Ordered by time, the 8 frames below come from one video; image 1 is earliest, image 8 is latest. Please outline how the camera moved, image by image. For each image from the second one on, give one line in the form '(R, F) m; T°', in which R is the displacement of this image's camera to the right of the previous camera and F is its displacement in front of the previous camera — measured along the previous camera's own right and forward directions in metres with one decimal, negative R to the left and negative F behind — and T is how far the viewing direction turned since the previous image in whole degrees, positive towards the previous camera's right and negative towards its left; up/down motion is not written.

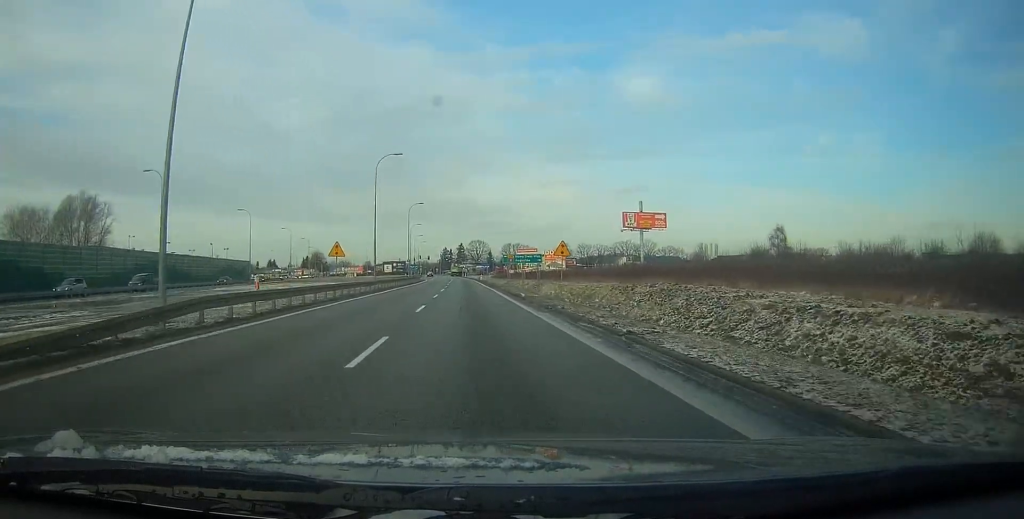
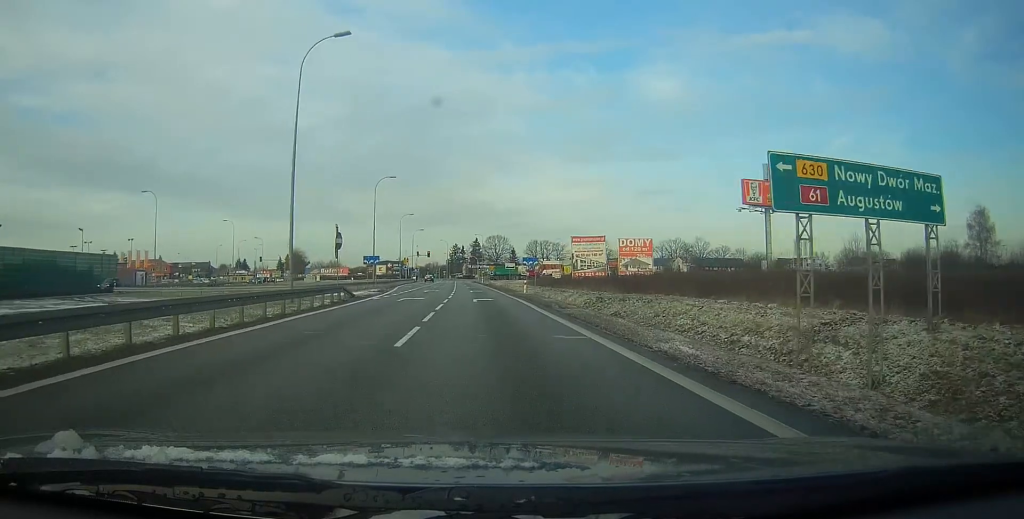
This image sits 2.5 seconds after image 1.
(-1.1, +68.8) m; -1°
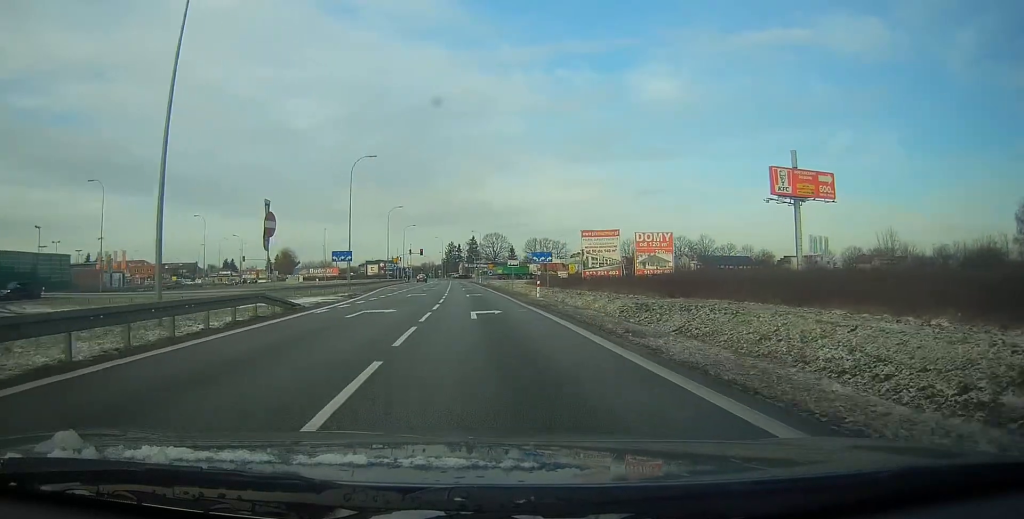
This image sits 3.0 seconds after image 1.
(0.0, +11.8) m; 0°
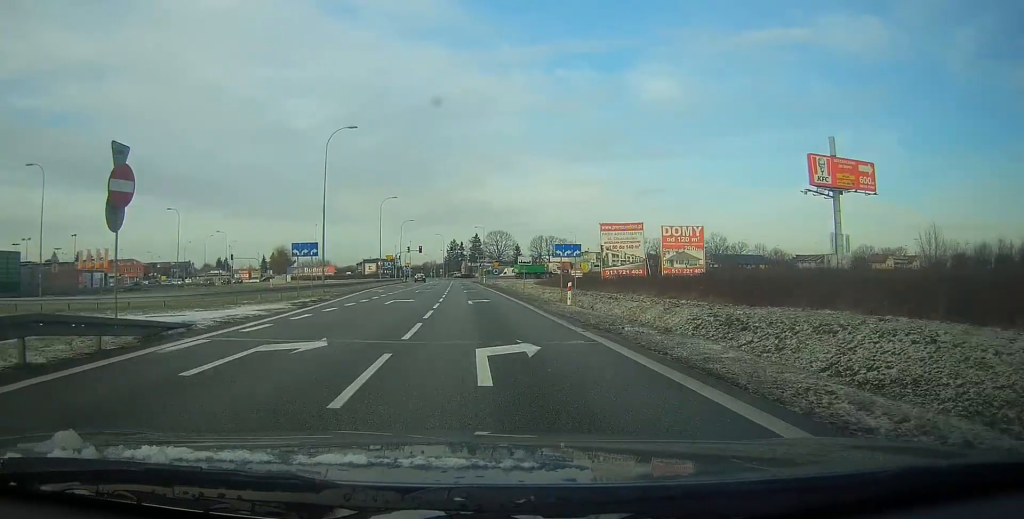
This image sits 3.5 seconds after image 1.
(+0.1, +11.1) m; 0°
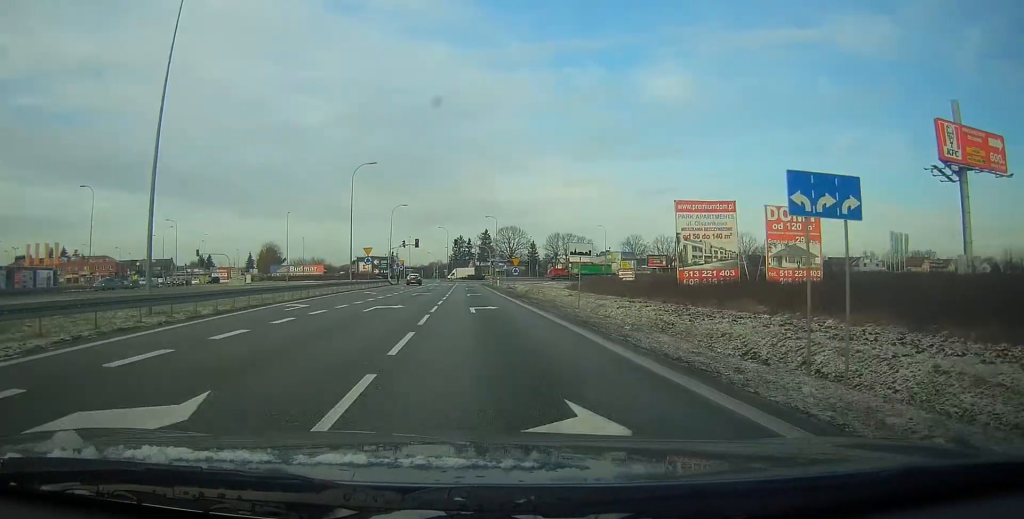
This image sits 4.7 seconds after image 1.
(-0.2, +26.3) m; -1°
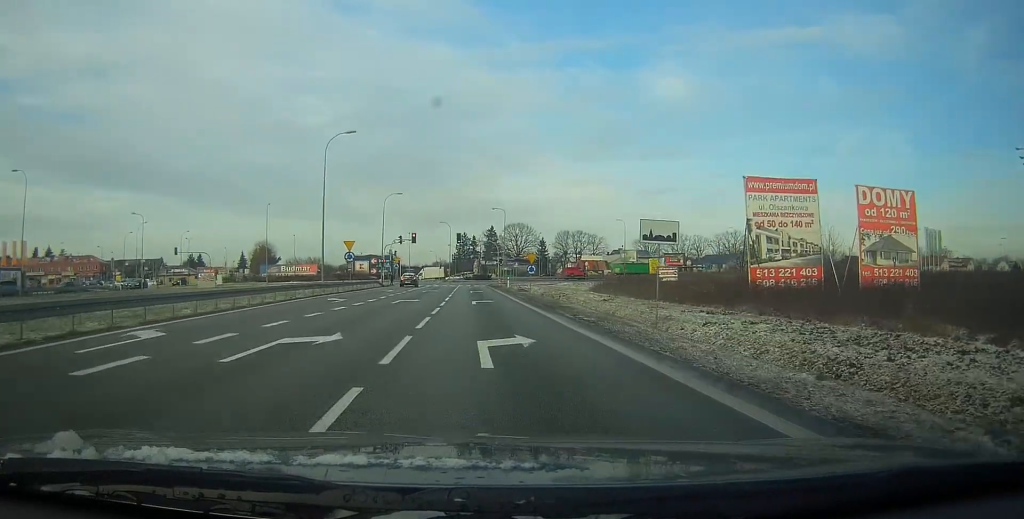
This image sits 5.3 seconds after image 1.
(-0.1, +12.9) m; 0°
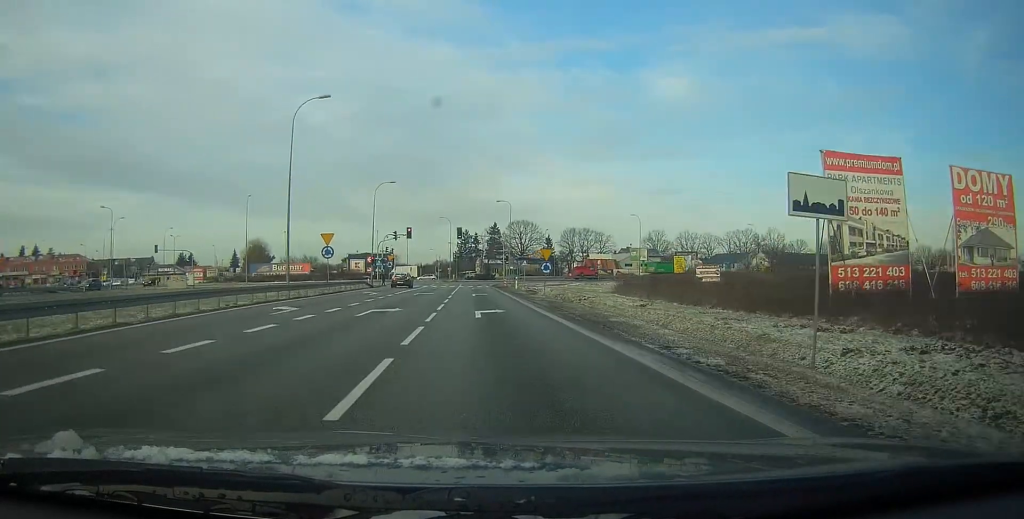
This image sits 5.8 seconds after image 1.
(0.0, +9.6) m; 0°
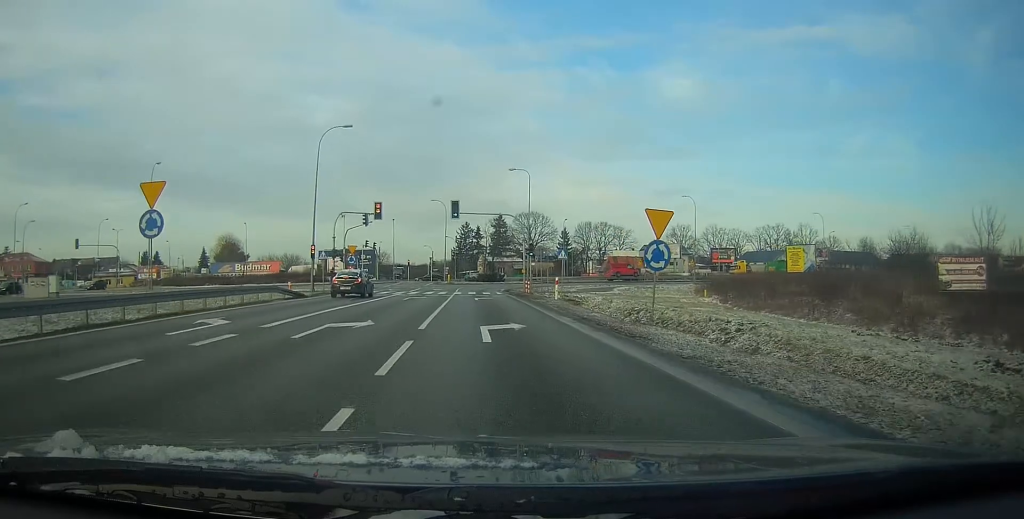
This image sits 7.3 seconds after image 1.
(0.0, +27.0) m; 0°
